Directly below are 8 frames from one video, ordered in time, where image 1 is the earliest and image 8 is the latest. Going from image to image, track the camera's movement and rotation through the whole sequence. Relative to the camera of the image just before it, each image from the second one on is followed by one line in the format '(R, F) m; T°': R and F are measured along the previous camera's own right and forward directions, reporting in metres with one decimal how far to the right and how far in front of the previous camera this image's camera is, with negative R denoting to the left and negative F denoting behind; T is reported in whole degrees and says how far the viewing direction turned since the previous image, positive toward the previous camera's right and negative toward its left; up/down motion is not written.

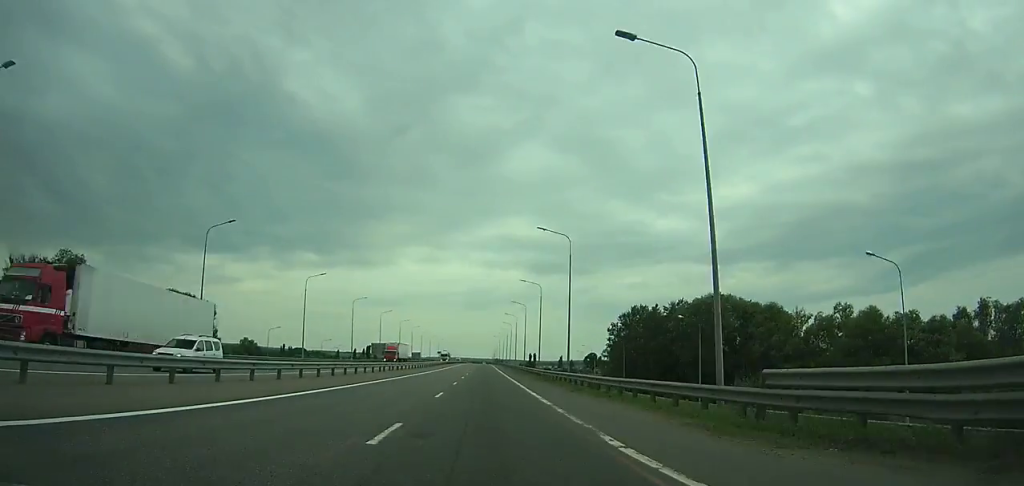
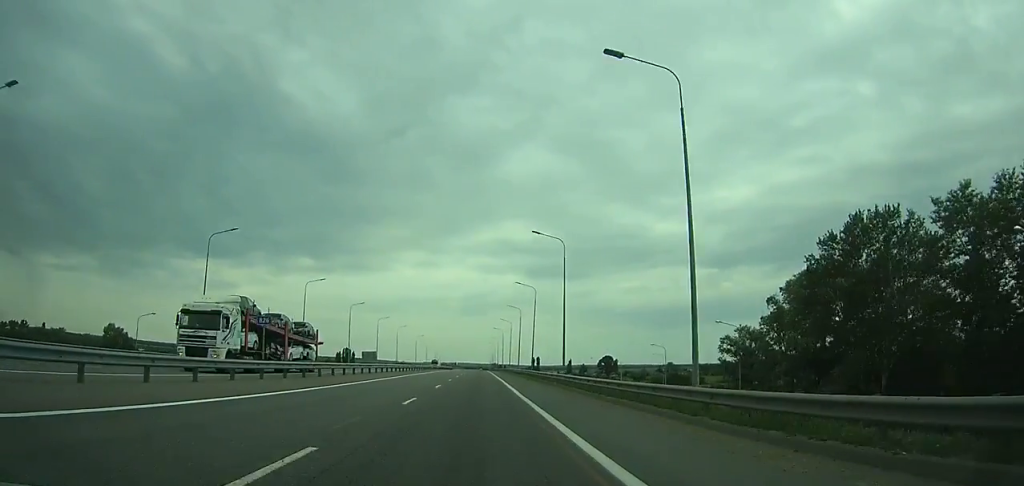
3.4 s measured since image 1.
(+0.3, +88.1) m; 0°
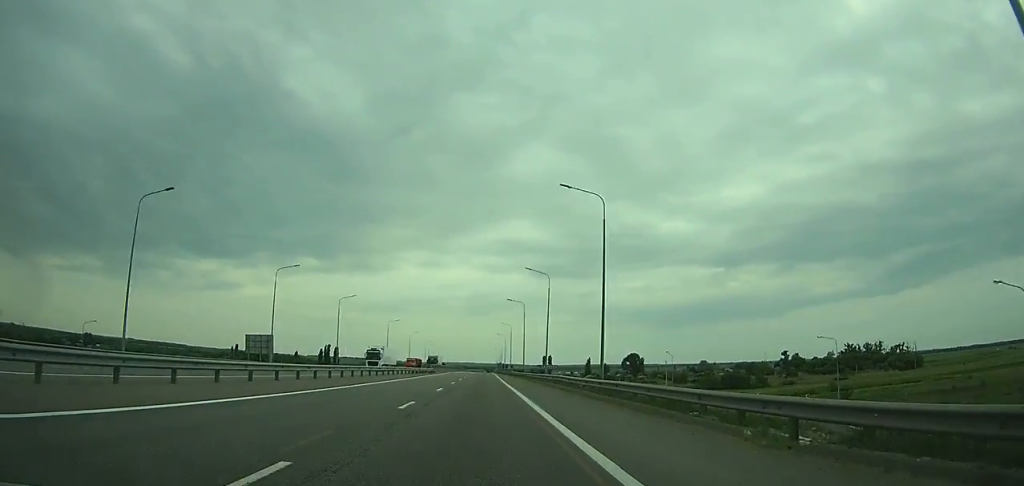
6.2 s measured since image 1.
(-0.4, +72.5) m; 0°
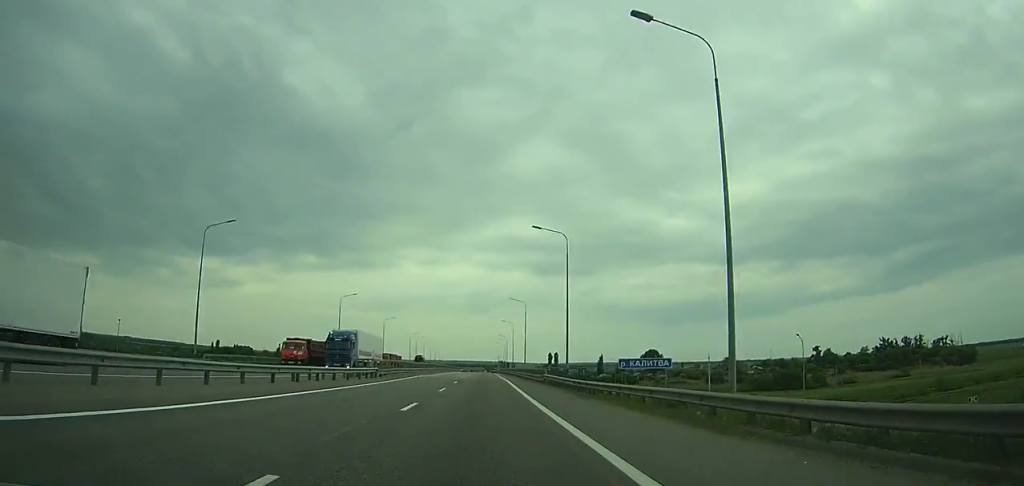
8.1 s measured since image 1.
(-0.2, +49.2) m; 0°
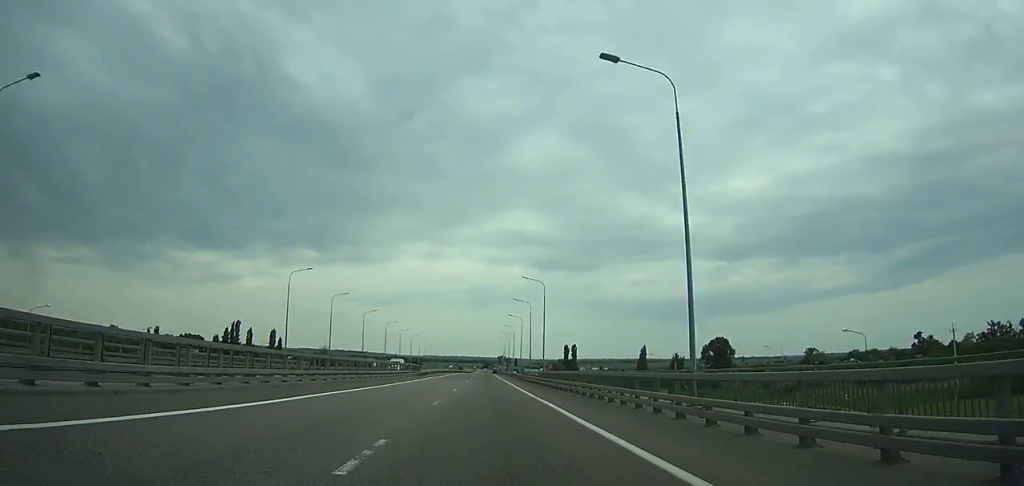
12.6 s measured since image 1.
(+0.4, +116.0) m; 0°
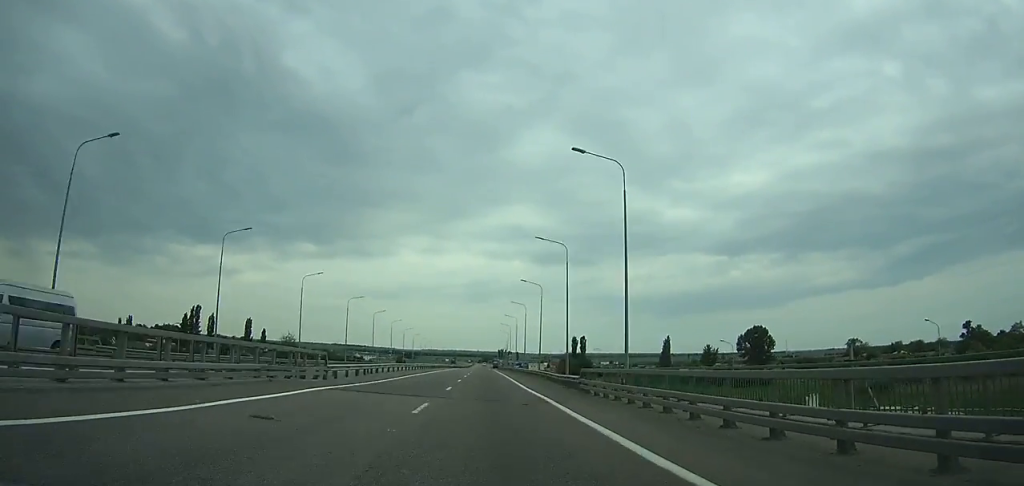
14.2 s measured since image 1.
(0.0, +41.0) m; 0°
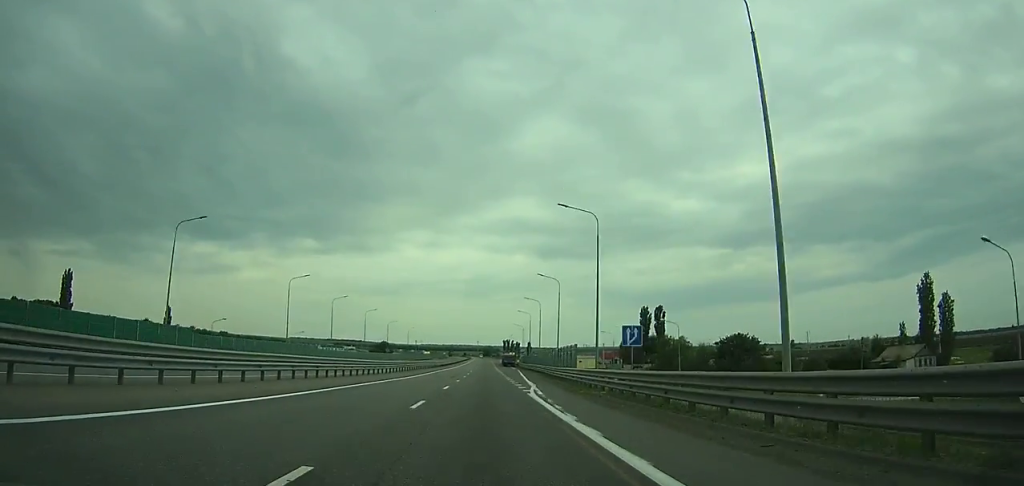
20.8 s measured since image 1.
(+0.3, +167.3) m; 0°
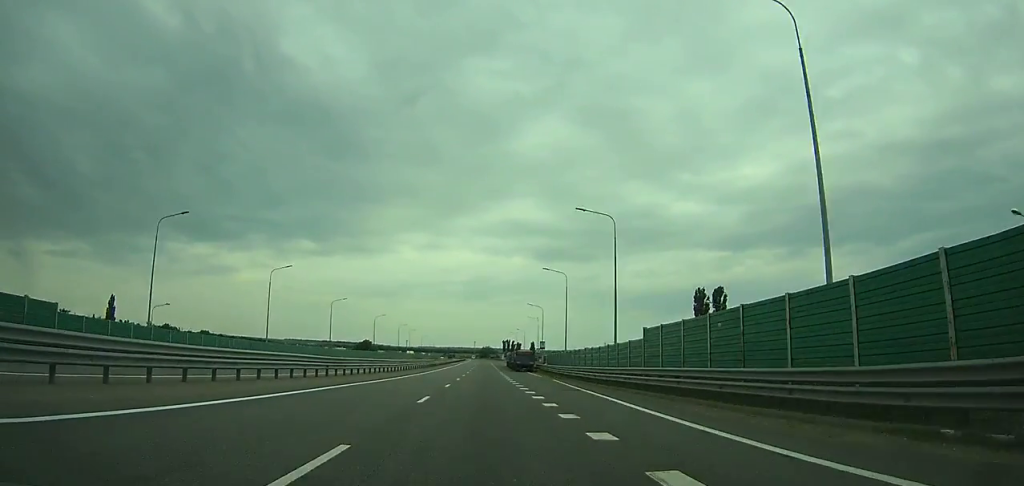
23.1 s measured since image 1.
(0.0, +58.0) m; 0°
